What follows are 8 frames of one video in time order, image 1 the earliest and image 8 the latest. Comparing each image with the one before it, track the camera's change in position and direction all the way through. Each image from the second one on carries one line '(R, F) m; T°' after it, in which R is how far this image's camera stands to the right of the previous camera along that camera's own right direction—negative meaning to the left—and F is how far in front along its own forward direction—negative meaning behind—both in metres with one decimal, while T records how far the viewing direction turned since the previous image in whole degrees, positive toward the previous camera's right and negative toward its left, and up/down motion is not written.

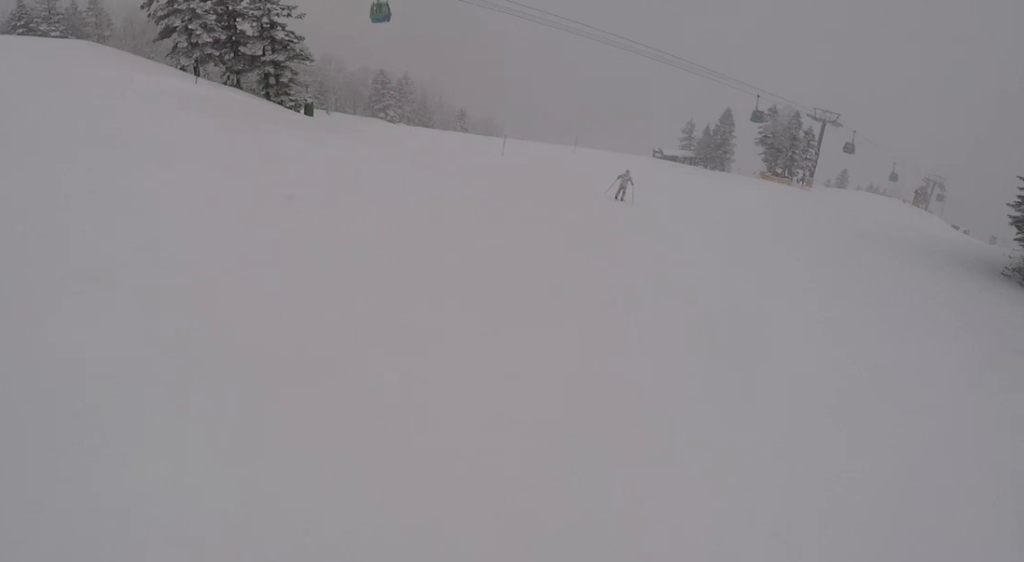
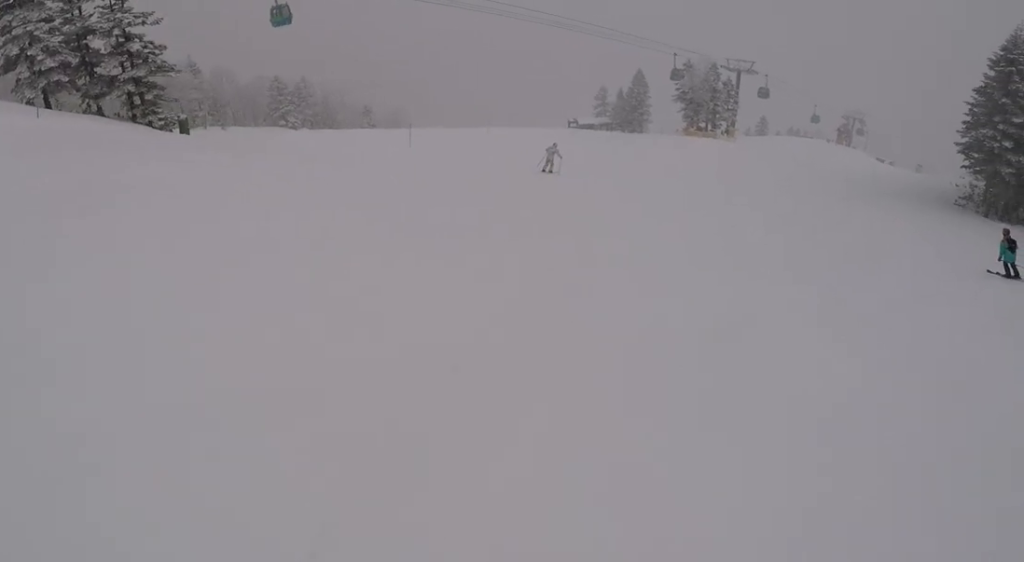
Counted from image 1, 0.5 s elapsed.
(+0.5, +3.8) m; +10°
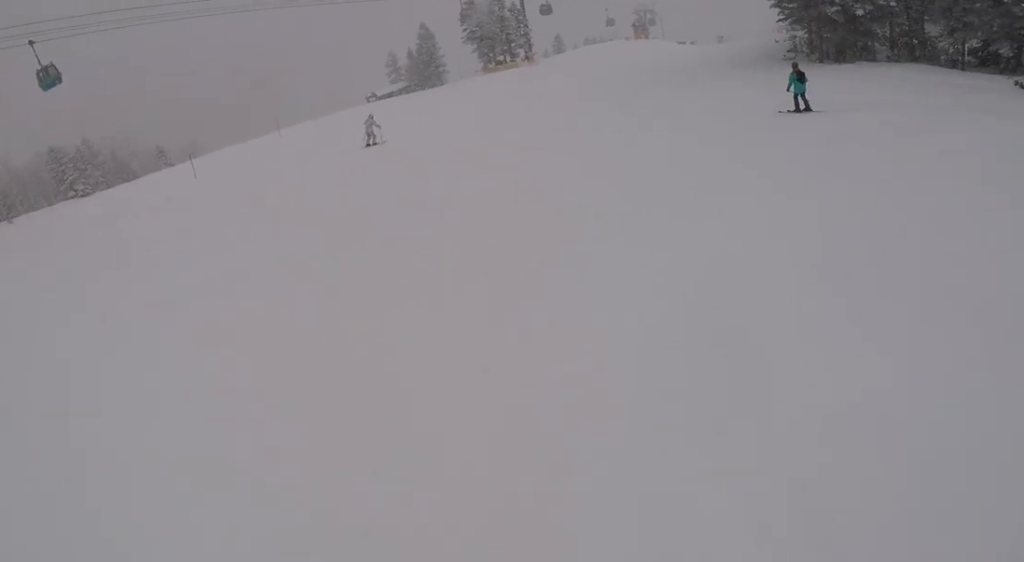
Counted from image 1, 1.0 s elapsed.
(+0.3, +4.3) m; +9°
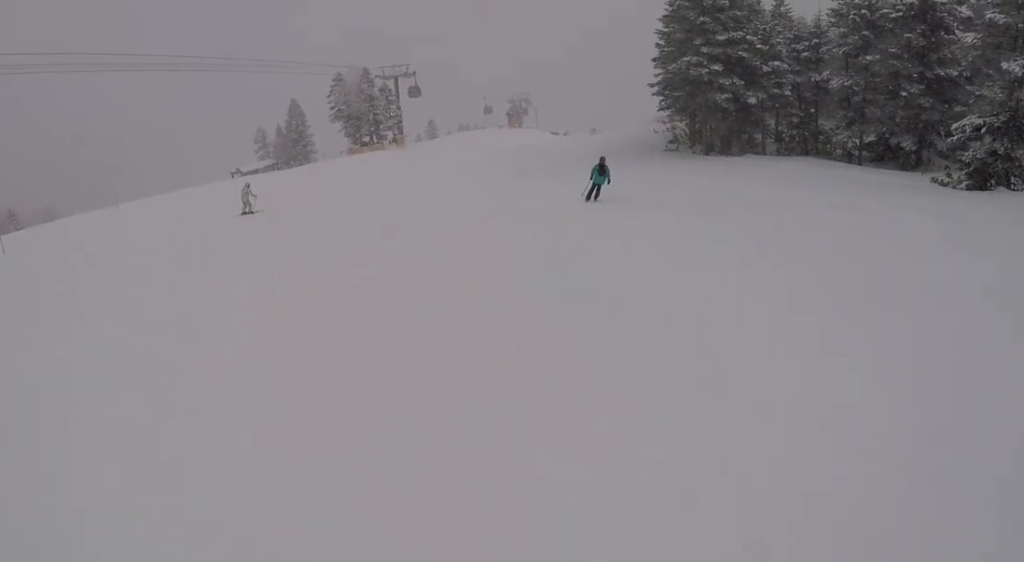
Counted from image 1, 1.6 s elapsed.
(+0.7, +4.9) m; +4°
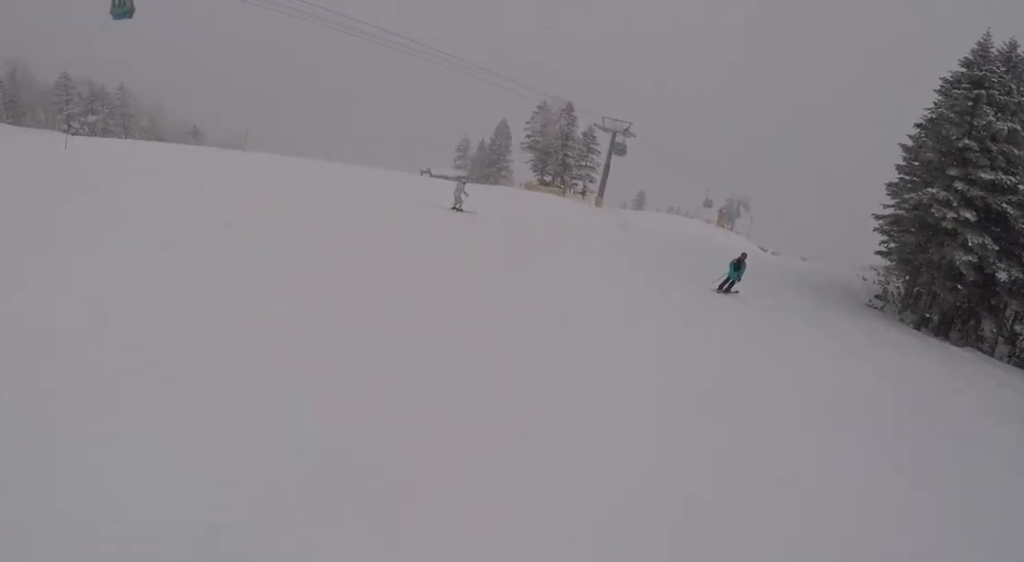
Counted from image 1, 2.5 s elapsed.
(+0.1, +7.9) m; -6°
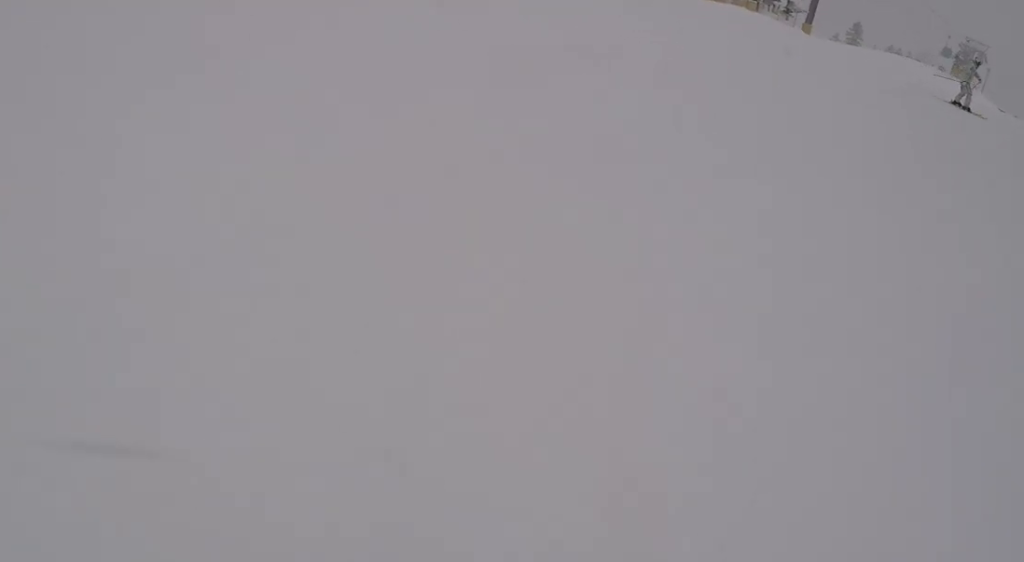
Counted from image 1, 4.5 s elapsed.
(-4.3, +14.3) m; -25°
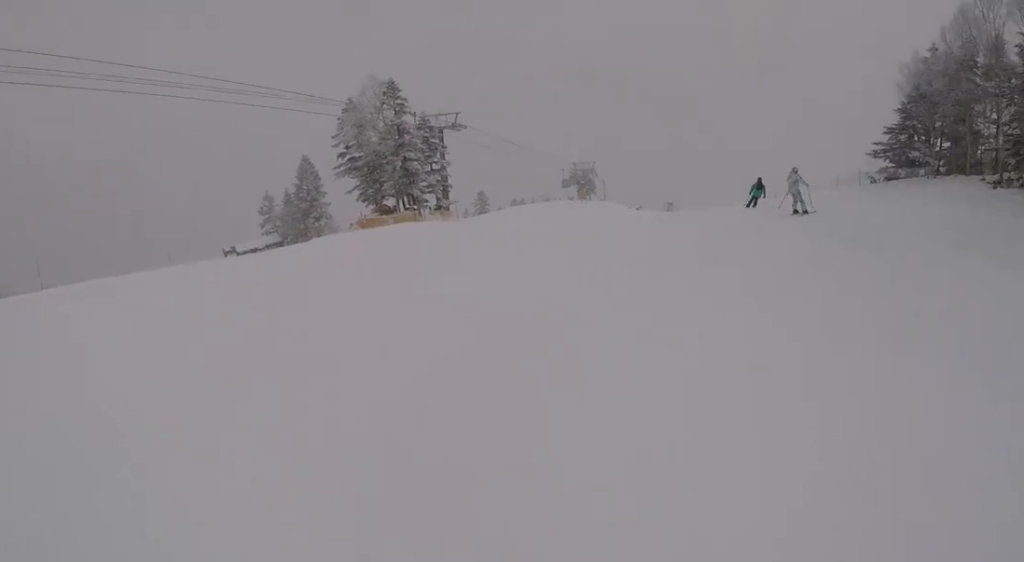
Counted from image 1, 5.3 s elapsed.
(+0.1, +4.5) m; +10°
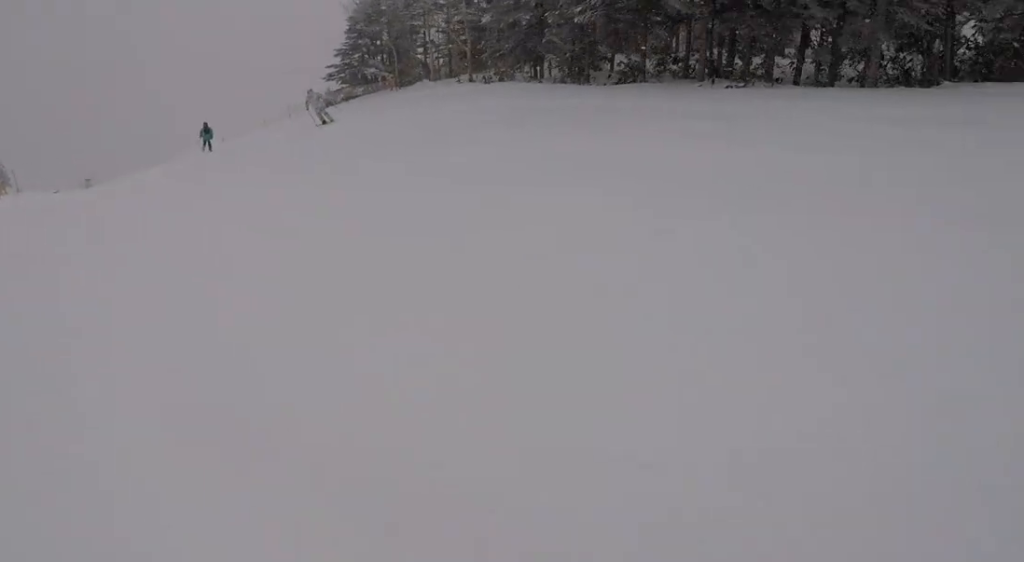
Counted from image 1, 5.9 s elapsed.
(+0.2, +3.5) m; +17°
